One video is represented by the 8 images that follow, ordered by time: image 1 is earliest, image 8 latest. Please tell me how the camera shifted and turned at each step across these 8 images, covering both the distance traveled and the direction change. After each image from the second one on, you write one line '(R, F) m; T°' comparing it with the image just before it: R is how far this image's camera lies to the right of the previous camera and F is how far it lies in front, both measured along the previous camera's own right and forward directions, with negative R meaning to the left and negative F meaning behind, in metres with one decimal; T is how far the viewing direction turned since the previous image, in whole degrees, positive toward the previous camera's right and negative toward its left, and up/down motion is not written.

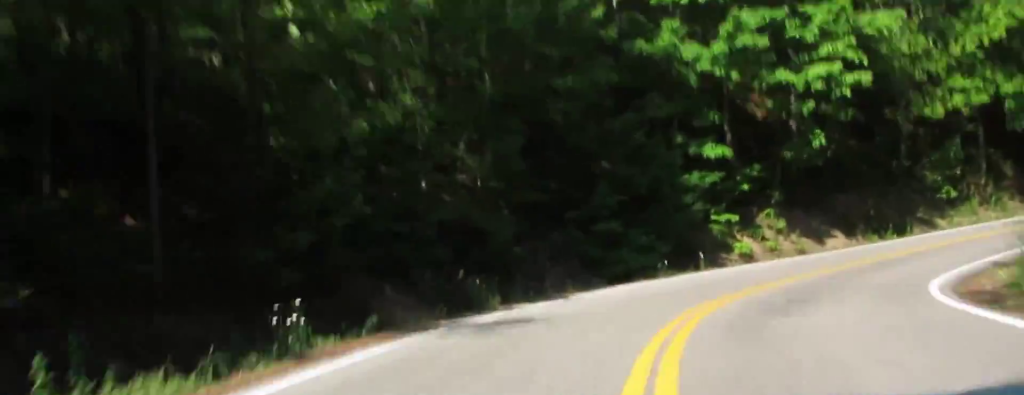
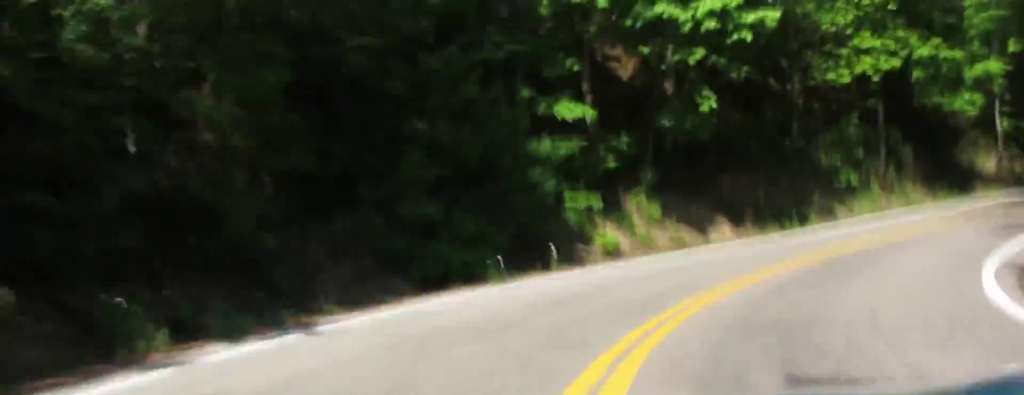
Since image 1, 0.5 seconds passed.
(-2.3, +9.7) m; -9°
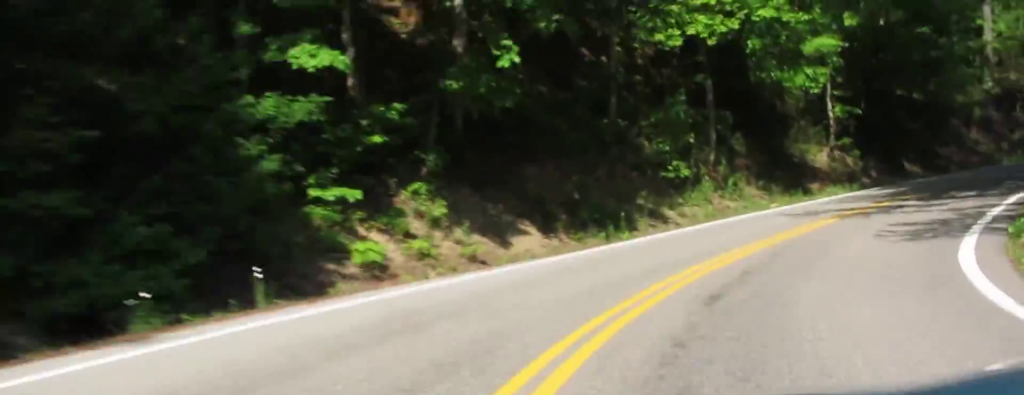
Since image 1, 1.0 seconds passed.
(-0.8, +8.1) m; -6°
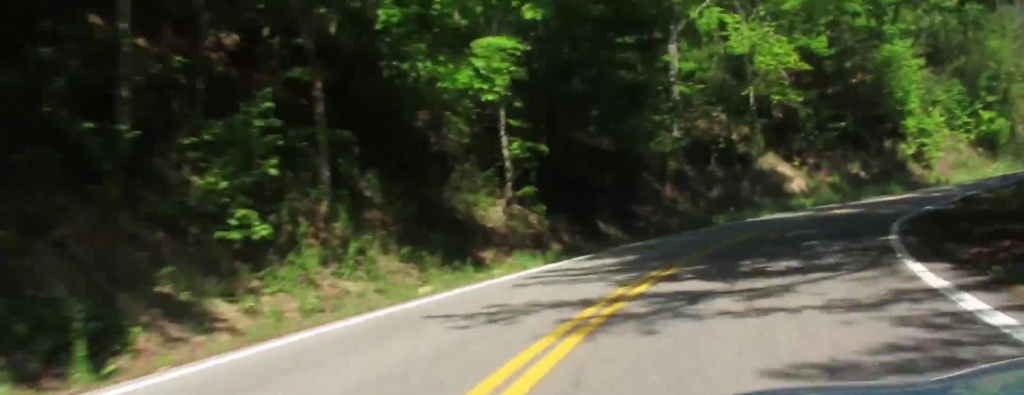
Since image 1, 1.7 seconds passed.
(-0.4, +15.0) m; +4°
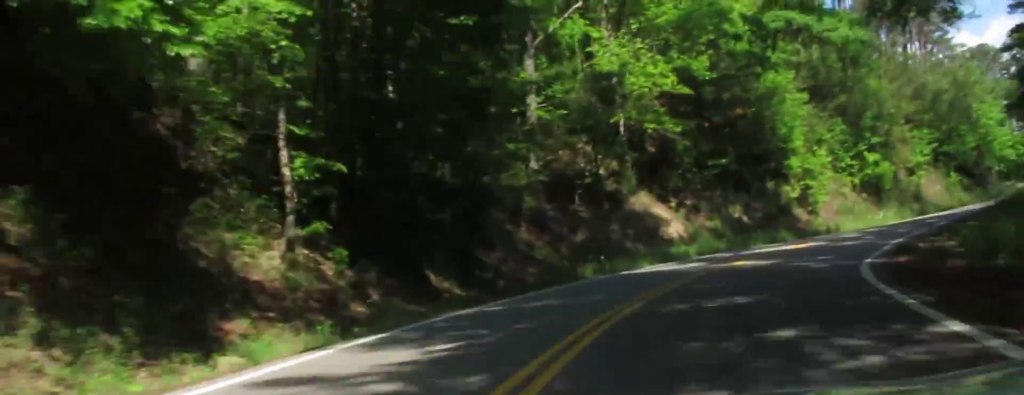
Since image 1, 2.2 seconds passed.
(+0.3, +10.0) m; +6°
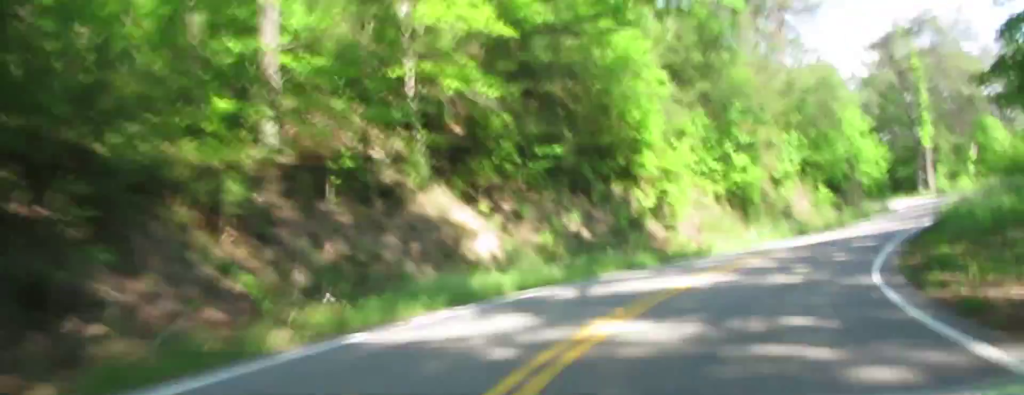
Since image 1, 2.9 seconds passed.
(+0.6, +17.3) m; +15°
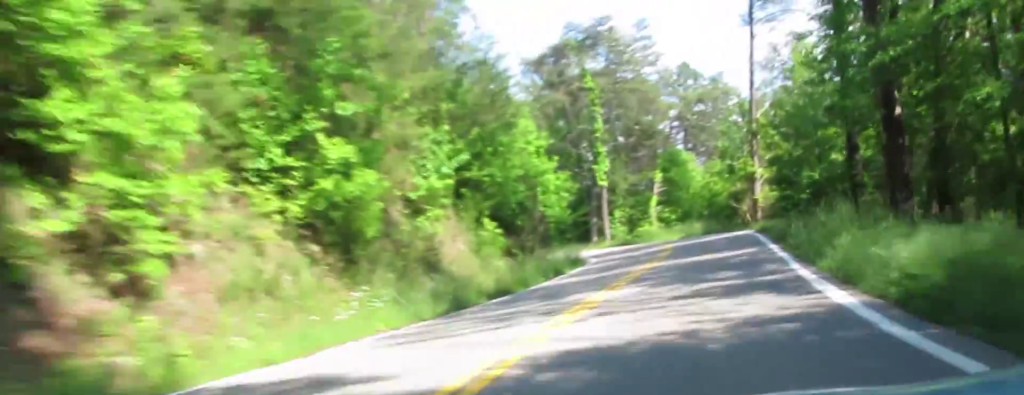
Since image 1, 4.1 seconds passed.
(+7.4, +23.4) m; +29°
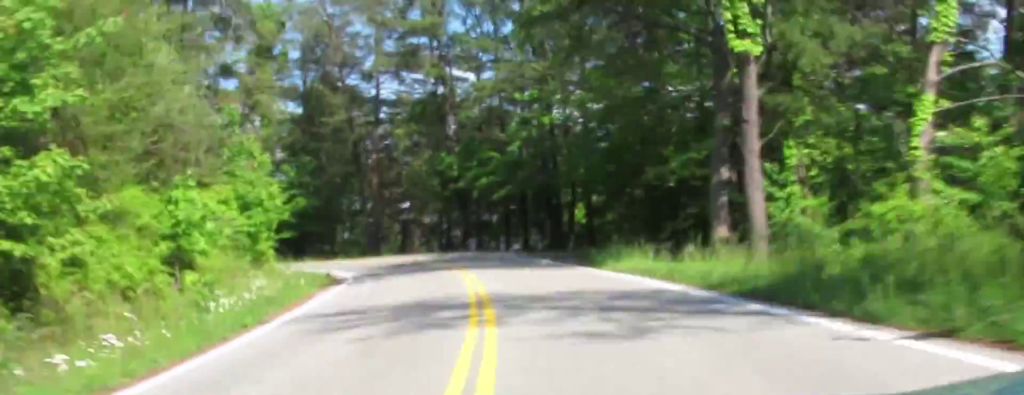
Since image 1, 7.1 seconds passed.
(+12.9, +48.7) m; +9°
